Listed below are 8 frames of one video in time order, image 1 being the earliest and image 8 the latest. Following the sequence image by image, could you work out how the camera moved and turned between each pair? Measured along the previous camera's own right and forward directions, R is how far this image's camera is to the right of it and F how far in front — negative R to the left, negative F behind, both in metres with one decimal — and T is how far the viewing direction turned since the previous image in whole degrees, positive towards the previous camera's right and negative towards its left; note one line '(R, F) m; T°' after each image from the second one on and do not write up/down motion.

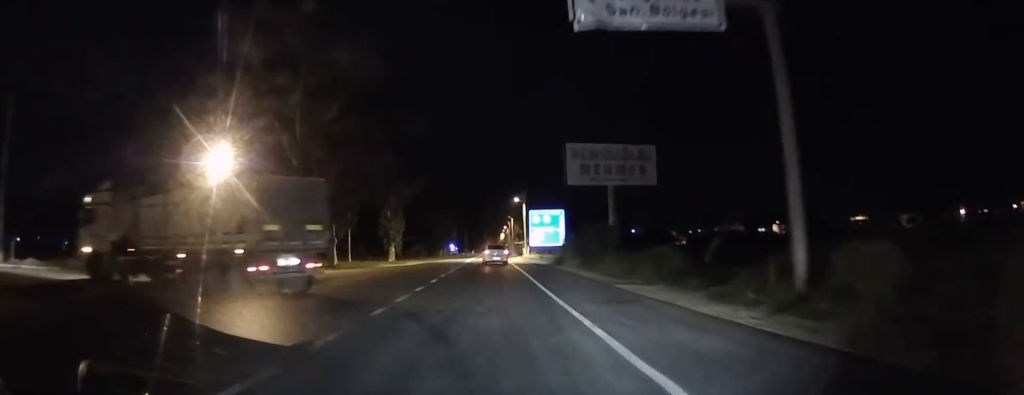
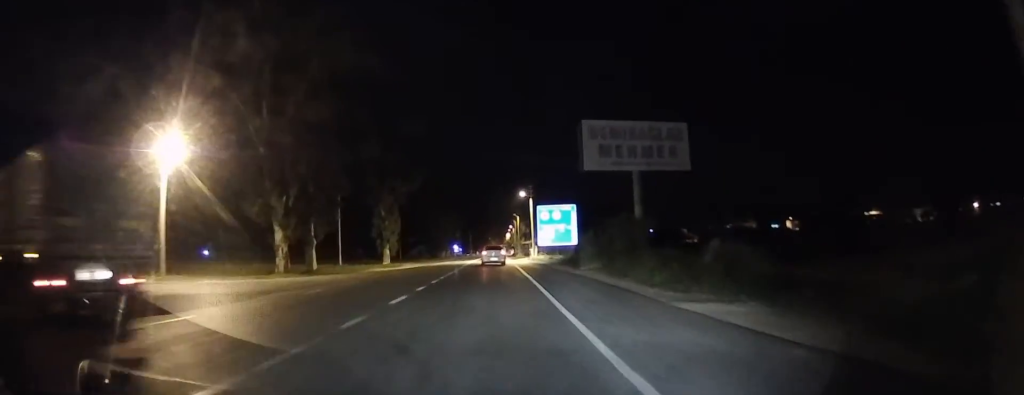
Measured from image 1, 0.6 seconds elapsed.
(0.0, +6.5) m; 0°
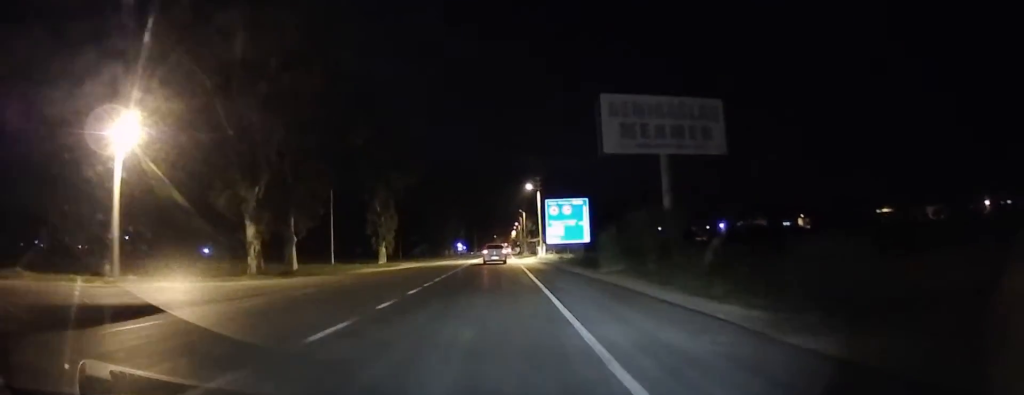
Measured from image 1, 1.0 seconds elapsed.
(0.0, +4.9) m; 0°
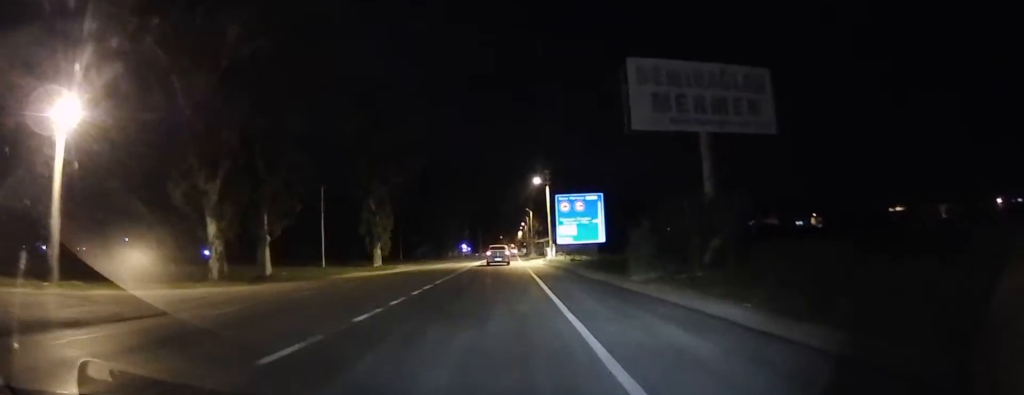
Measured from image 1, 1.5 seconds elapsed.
(0.0, +5.2) m; 0°
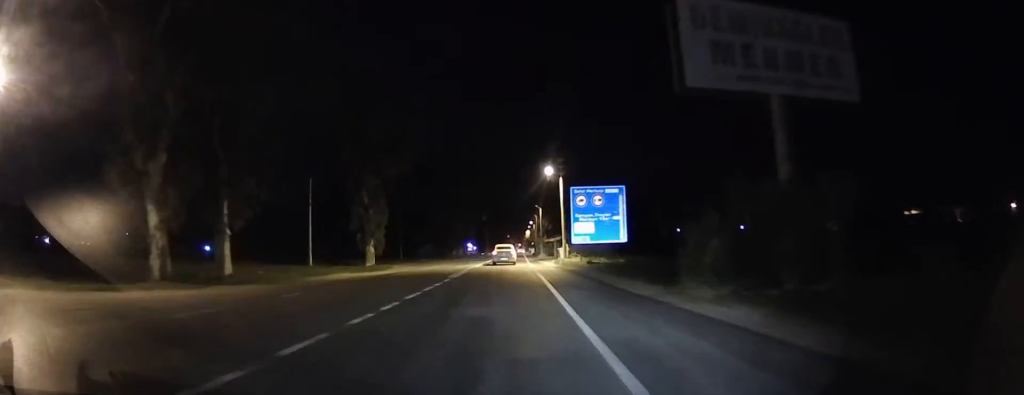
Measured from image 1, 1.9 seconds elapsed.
(0.0, +5.7) m; 0°
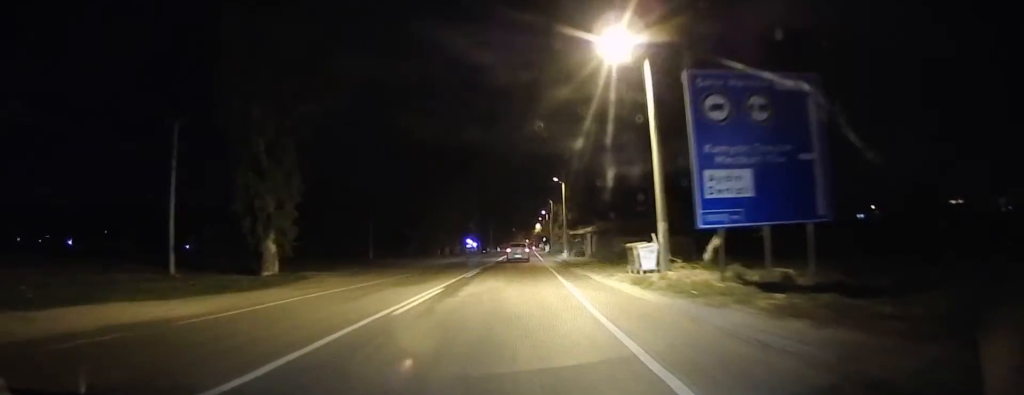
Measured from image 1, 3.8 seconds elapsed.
(-1.3, +25.8) m; -2°
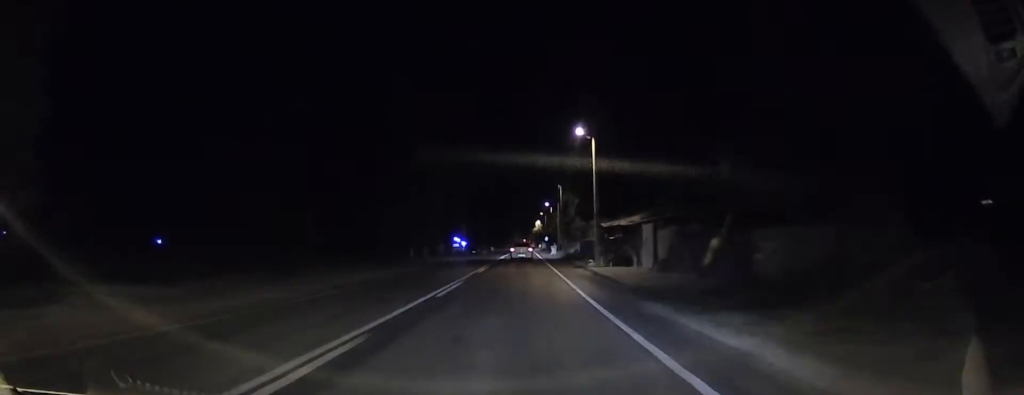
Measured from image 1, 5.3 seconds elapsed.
(+0.5, +20.6) m; -2°
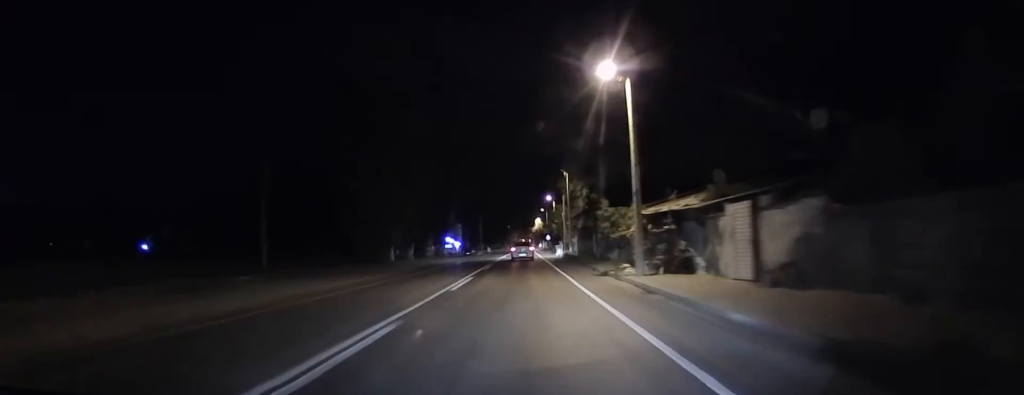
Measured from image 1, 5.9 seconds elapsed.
(-0.4, +9.9) m; -2°
